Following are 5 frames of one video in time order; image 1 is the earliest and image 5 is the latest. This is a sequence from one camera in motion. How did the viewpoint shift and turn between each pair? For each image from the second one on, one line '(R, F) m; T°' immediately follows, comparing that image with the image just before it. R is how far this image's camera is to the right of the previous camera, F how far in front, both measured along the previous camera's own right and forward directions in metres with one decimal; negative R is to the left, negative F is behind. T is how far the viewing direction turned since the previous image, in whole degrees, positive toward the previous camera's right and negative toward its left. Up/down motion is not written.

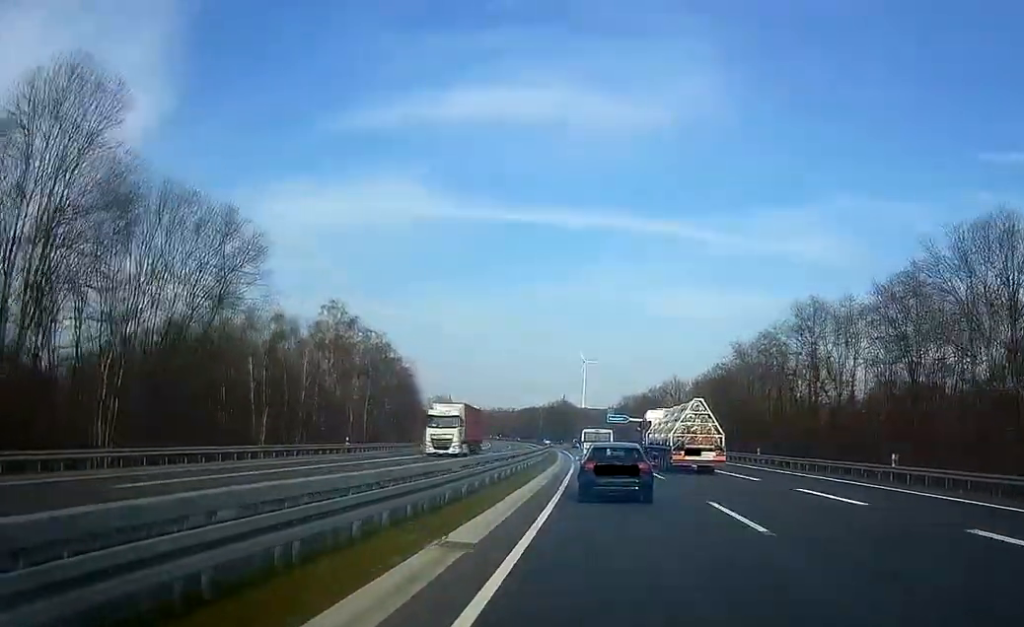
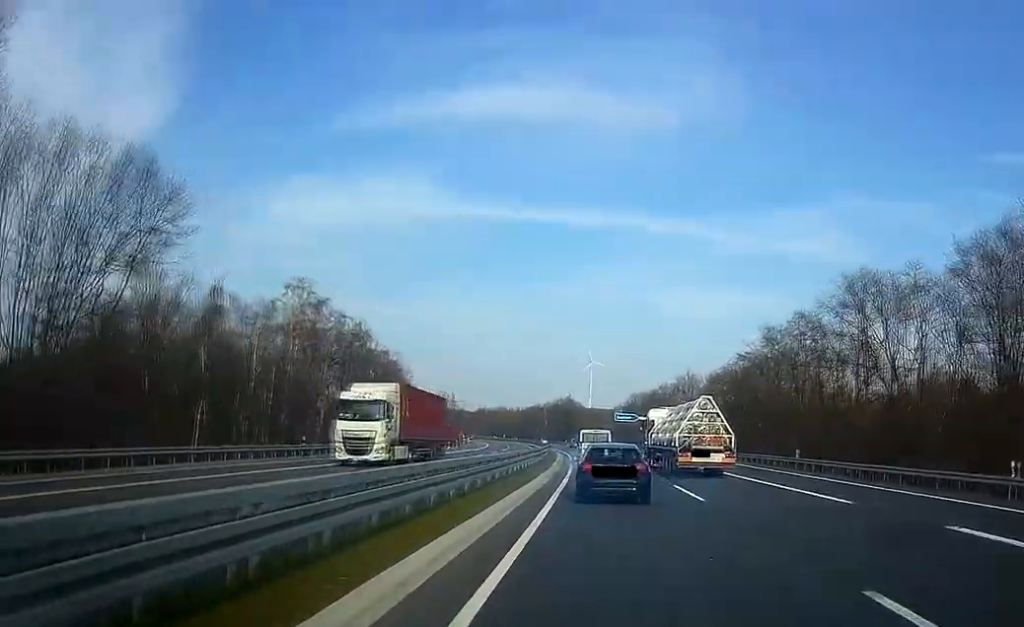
(-0.1, +11.4) m; -1°
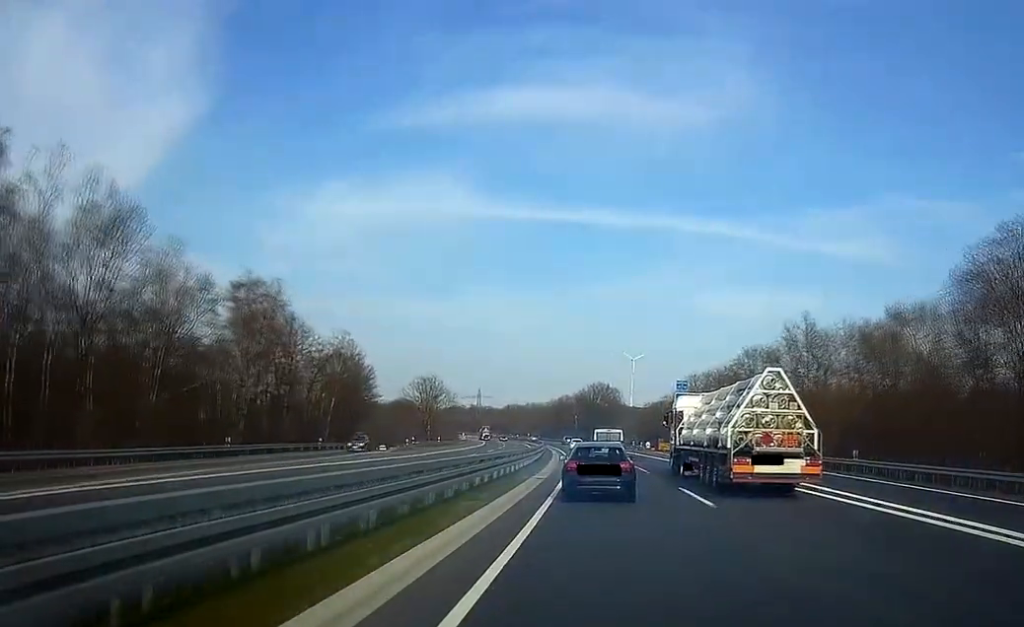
(-0.5, +56.0) m; -2°
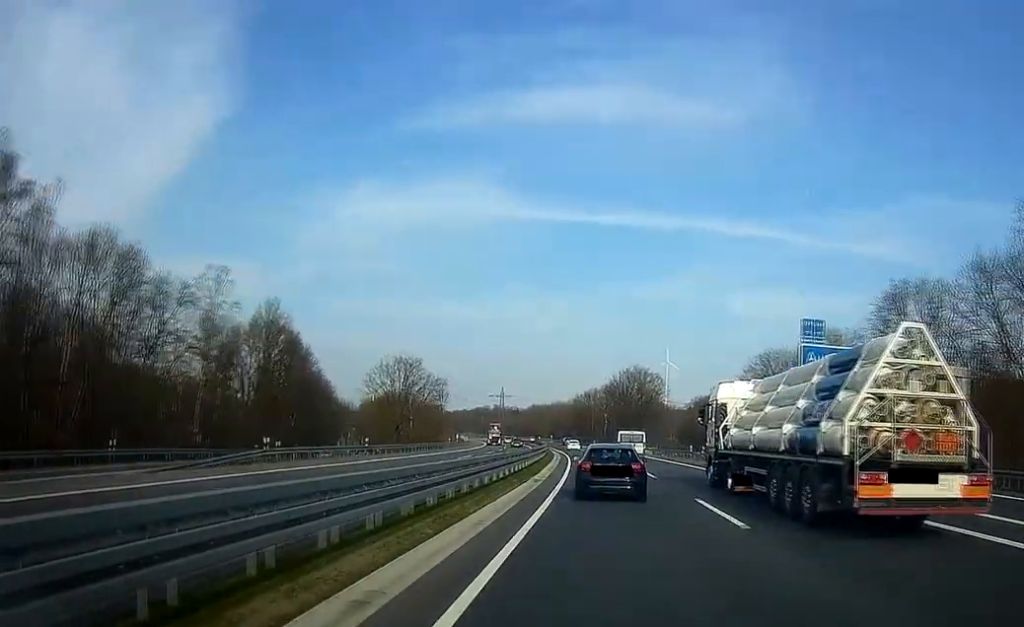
(-1.4, +39.3) m; -3°
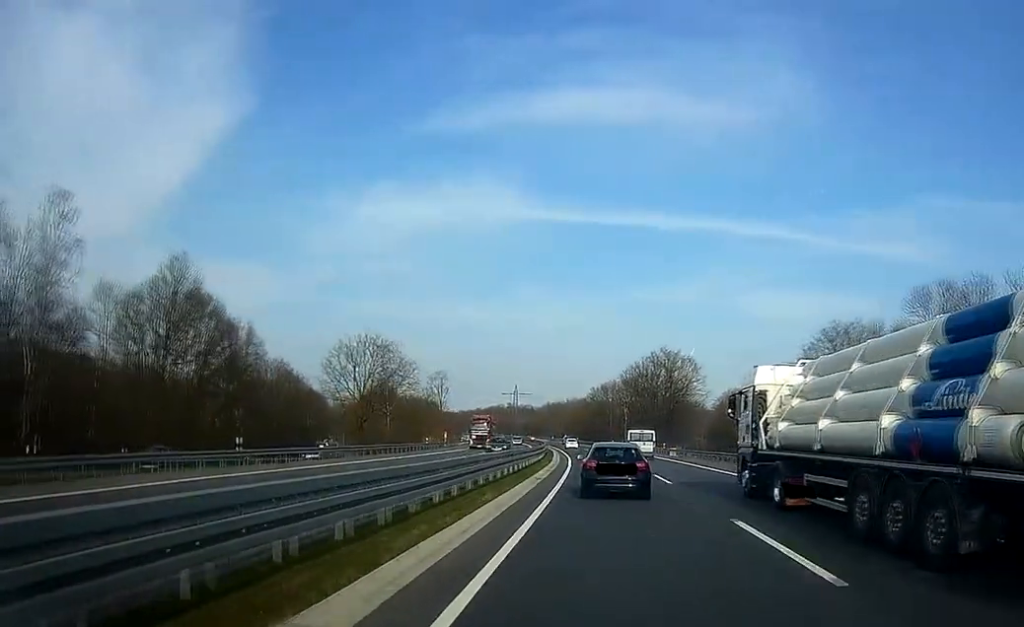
(-0.2, +22.8) m; -1°
